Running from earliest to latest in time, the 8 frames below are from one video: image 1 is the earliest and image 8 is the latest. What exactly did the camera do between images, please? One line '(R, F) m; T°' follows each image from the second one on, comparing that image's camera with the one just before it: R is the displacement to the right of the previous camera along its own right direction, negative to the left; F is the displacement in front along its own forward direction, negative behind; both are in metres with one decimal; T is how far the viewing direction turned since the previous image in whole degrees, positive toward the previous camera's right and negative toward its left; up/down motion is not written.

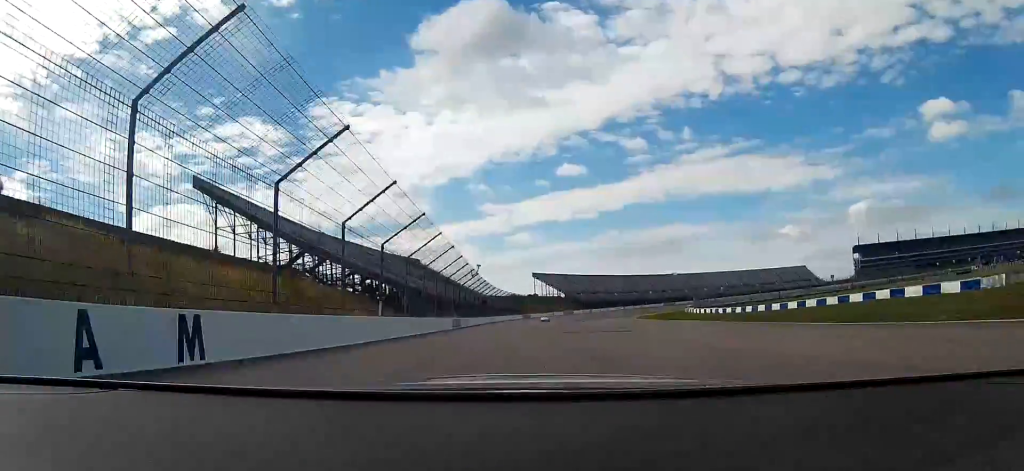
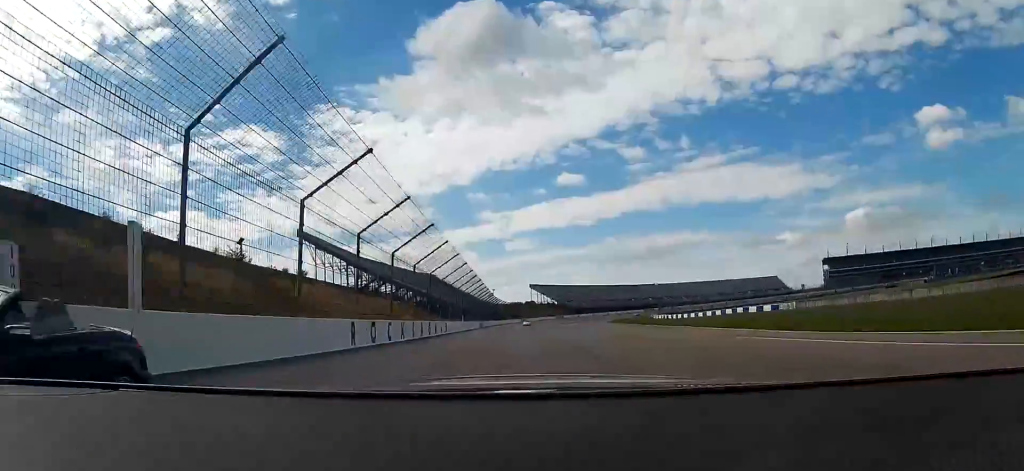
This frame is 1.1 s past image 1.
(+2.5, +49.0) m; +3°
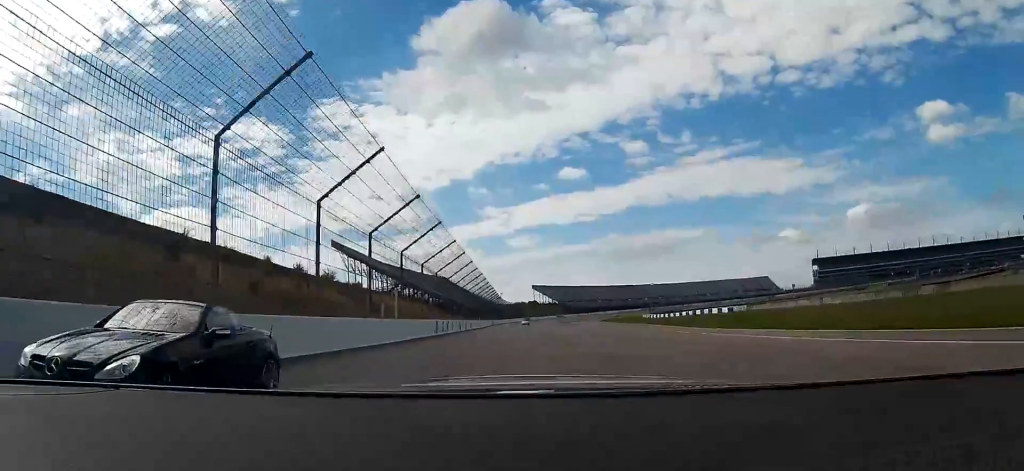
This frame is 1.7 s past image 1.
(+0.2, +25.3) m; 0°
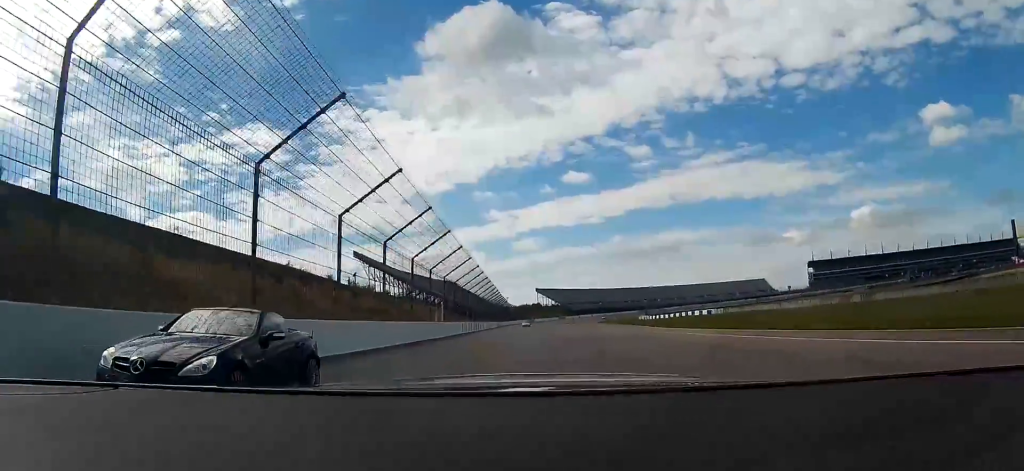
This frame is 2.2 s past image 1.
(0.0, +17.4) m; -1°
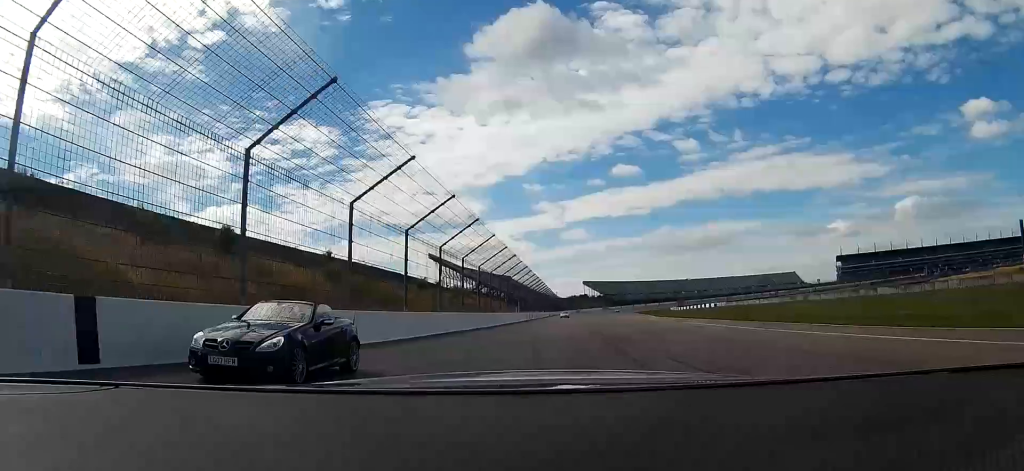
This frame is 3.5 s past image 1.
(-1.1, +38.3) m; -7°
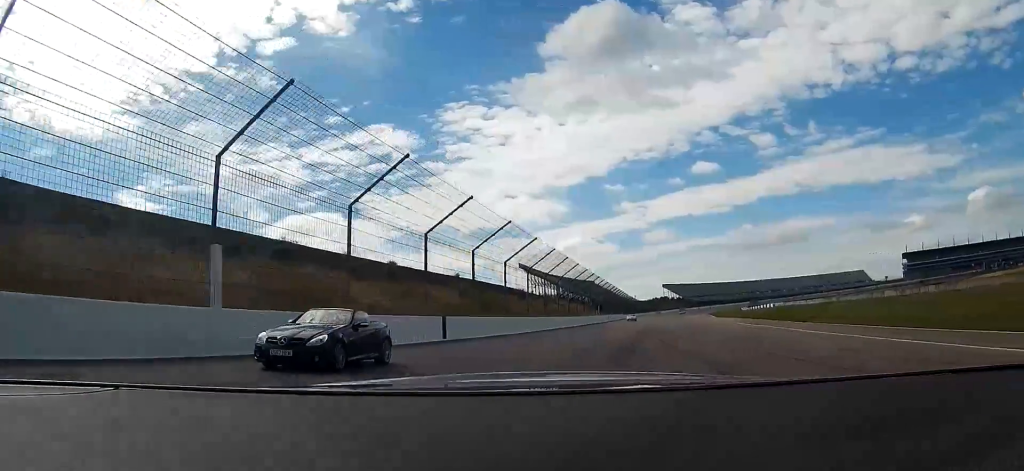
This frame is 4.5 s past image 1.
(-1.6, +21.3) m; -11°
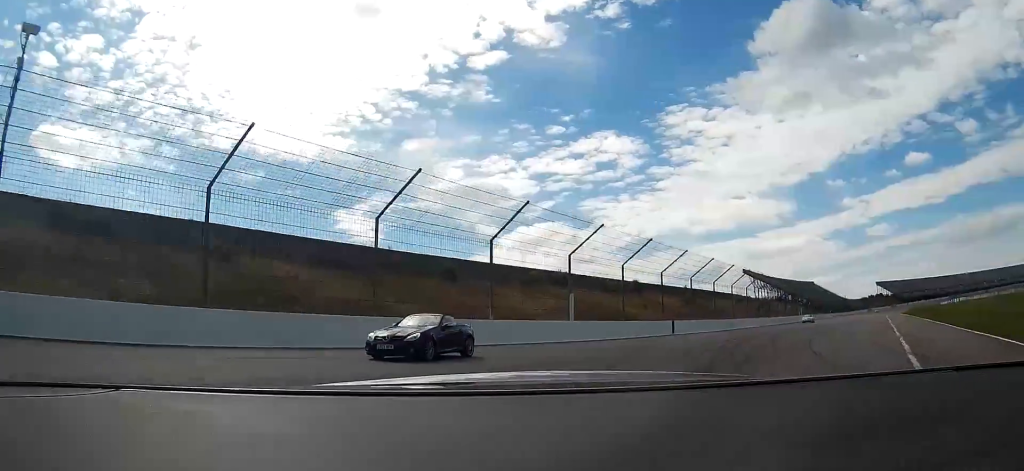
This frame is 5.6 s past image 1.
(-3.0, +20.4) m; -21°
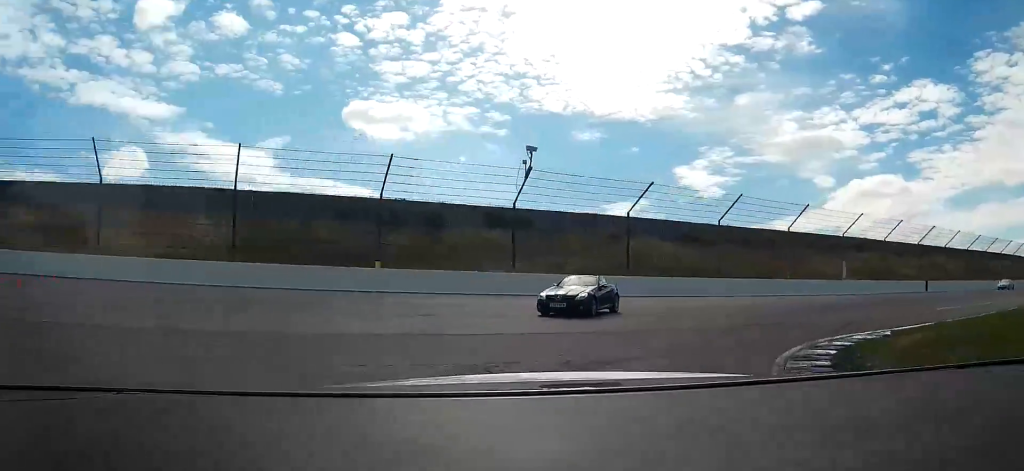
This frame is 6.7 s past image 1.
(-4.3, +18.4) m; -31°
